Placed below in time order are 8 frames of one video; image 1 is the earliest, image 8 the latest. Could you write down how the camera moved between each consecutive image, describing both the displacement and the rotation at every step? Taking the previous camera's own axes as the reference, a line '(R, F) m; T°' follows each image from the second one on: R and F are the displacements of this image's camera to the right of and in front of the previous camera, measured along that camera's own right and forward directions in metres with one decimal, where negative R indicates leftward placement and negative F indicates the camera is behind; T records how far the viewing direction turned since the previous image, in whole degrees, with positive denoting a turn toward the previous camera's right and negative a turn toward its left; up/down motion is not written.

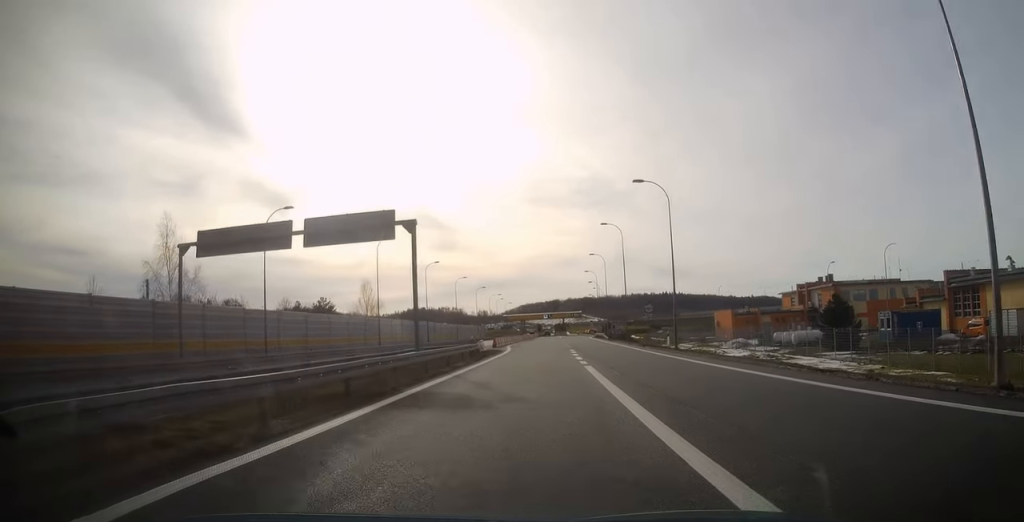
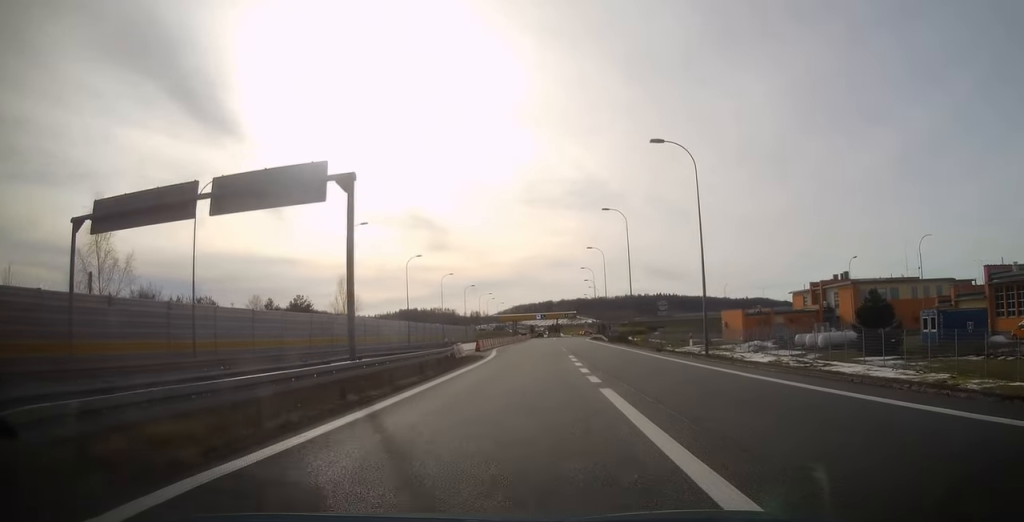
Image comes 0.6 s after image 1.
(+0.2, +8.2) m; +2°
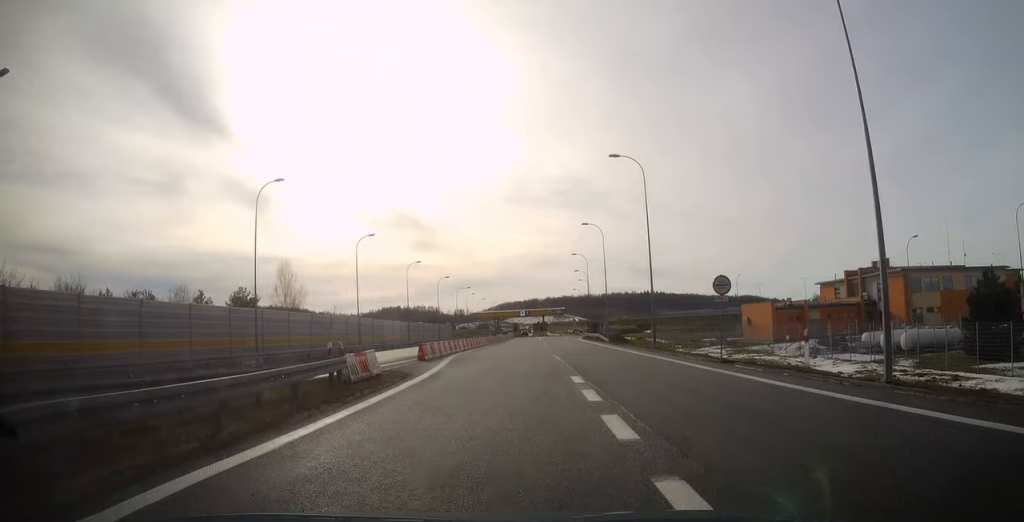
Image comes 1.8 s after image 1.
(+0.3, +16.5) m; +1°
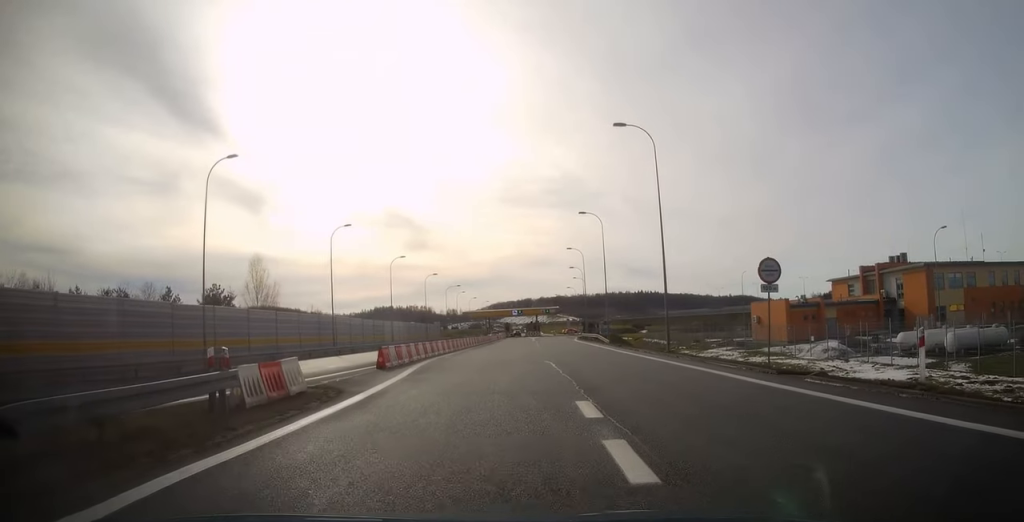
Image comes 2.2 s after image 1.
(-0.1, +6.1) m; 0°
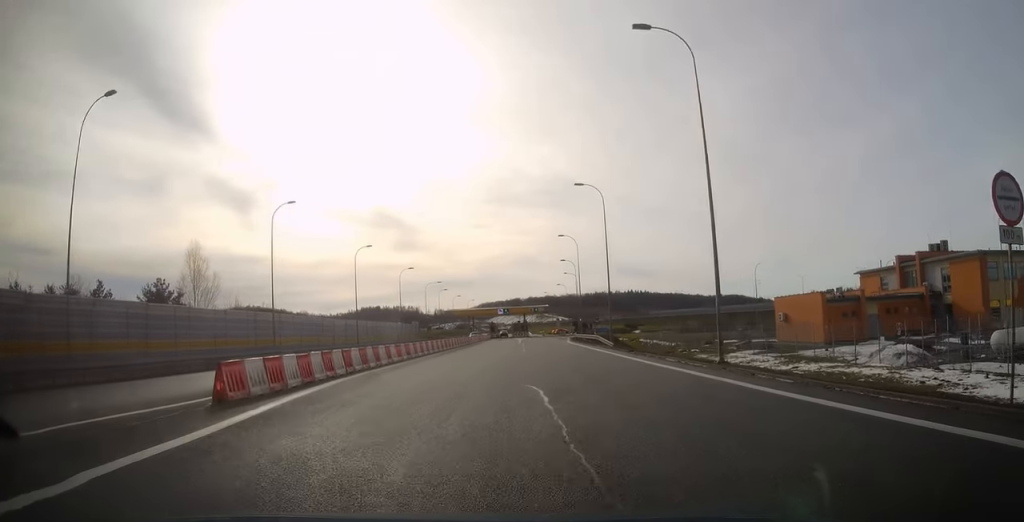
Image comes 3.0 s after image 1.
(+0.2, +11.4) m; +1°
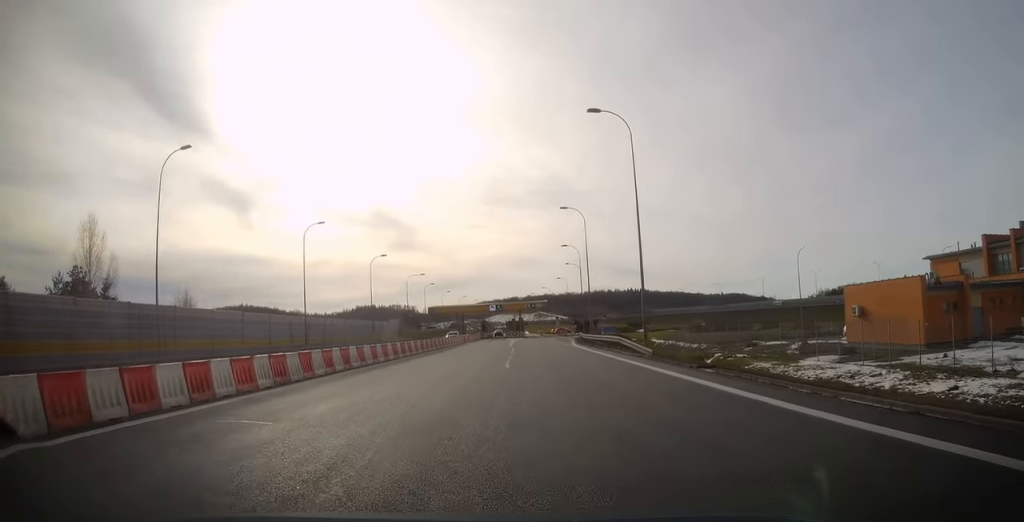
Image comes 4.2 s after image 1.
(+0.2, +16.0) m; +1°
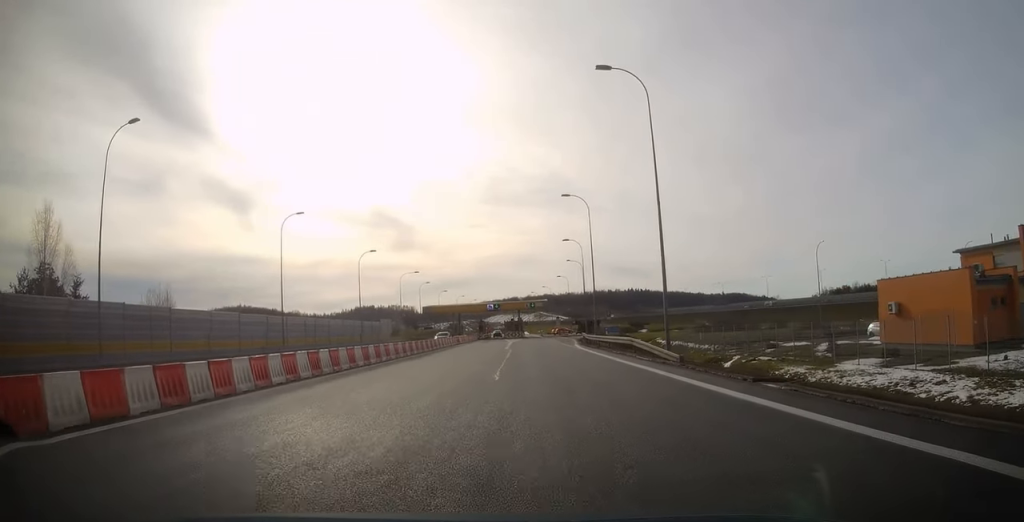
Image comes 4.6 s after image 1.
(0.0, +5.4) m; 0°
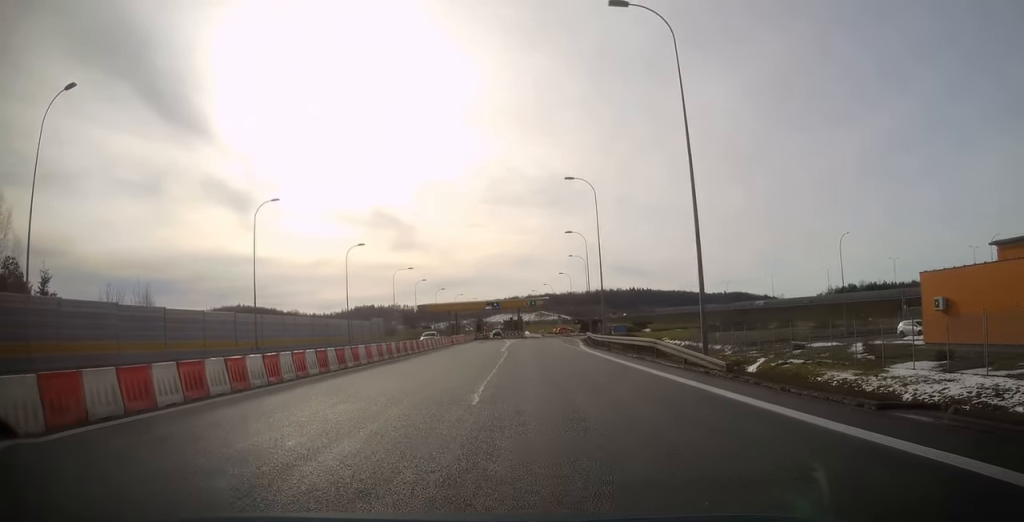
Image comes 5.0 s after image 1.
(0.0, +5.6) m; 0°
